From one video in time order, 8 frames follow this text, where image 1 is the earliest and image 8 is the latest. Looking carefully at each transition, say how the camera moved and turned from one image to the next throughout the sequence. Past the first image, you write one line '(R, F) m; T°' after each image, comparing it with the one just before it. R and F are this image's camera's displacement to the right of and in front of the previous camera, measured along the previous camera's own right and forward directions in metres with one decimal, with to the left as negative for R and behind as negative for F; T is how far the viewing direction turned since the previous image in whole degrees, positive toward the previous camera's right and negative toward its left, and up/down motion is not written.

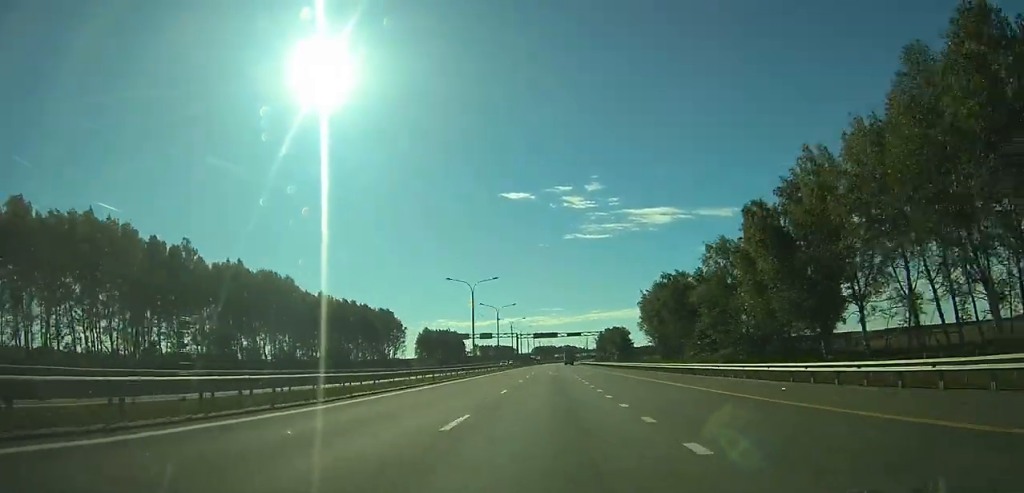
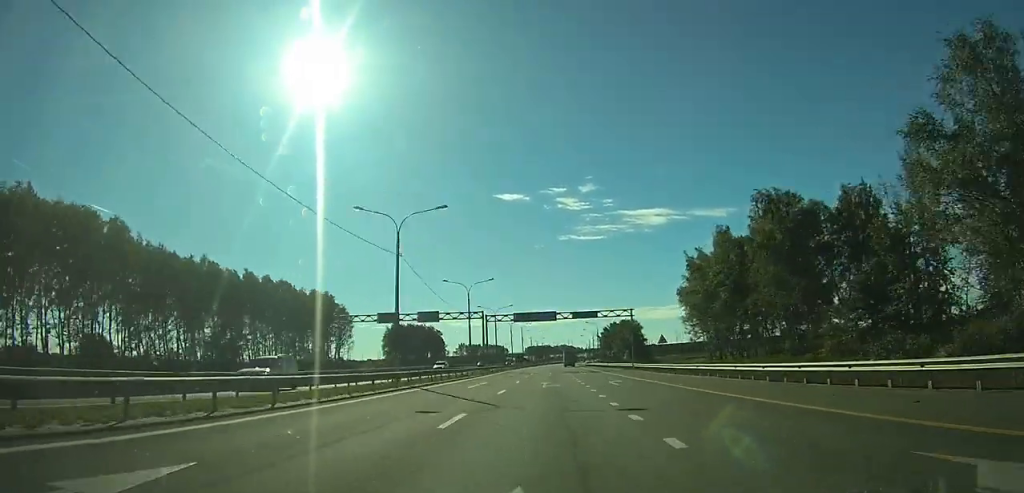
(+0.1, +60.1) m; +1°
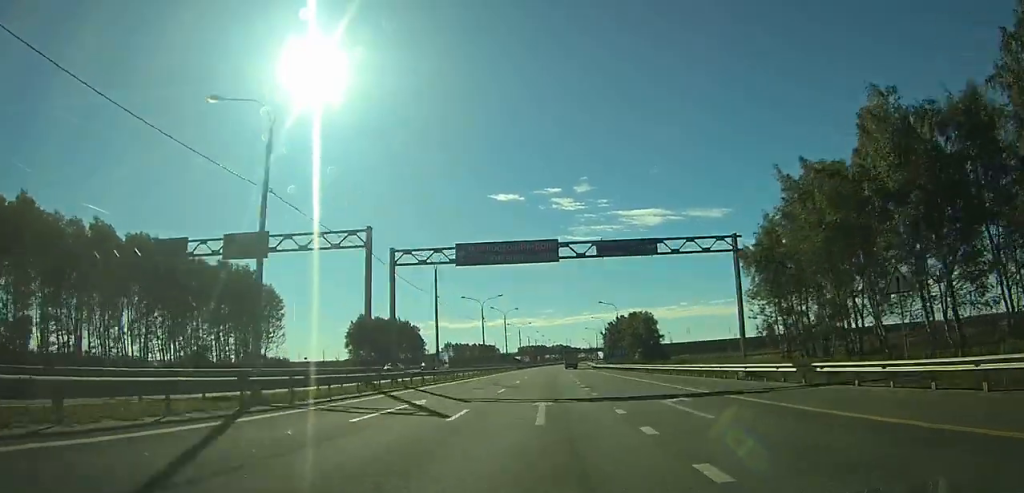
(+0.3, +47.1) m; +1°
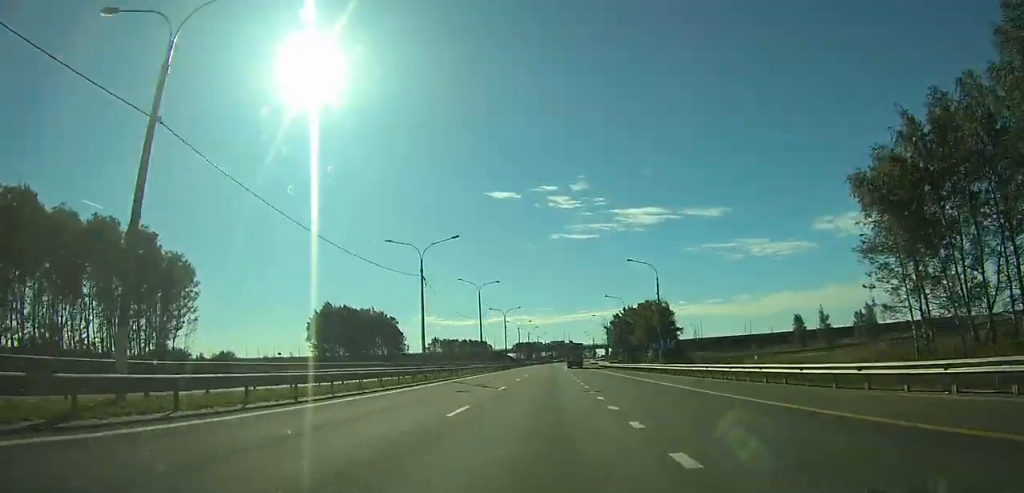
(+0.1, +35.8) m; 0°
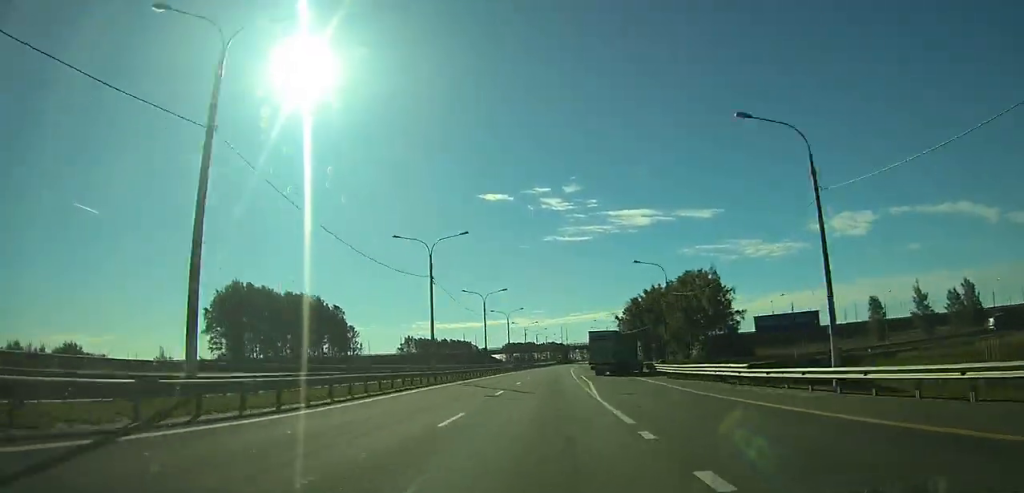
(+0.3, +61.8) m; +1°
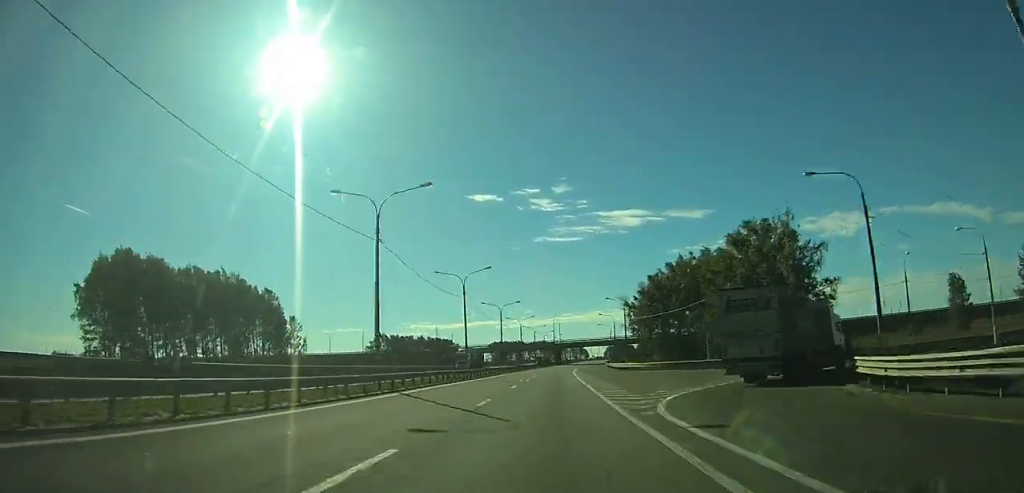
(+0.1, +42.5) m; +1°
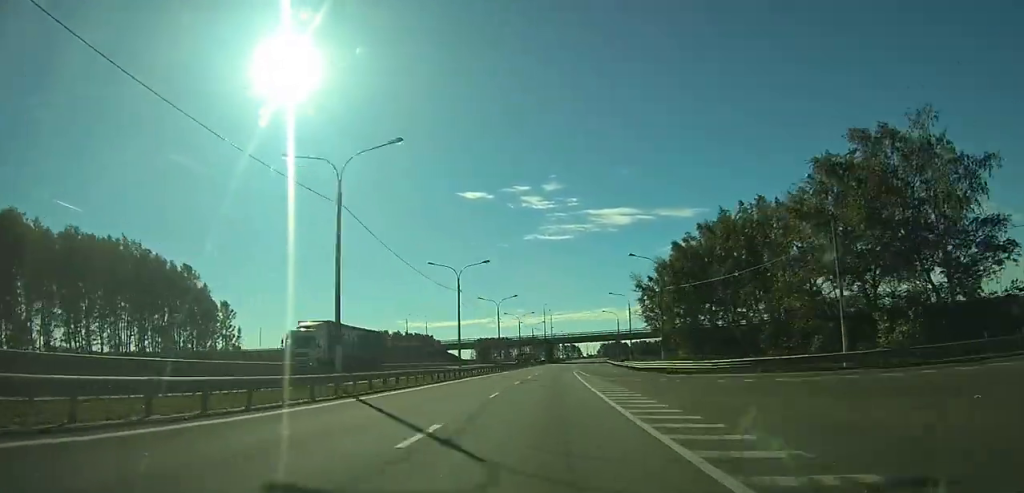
(+0.1, +32.7) m; +1°
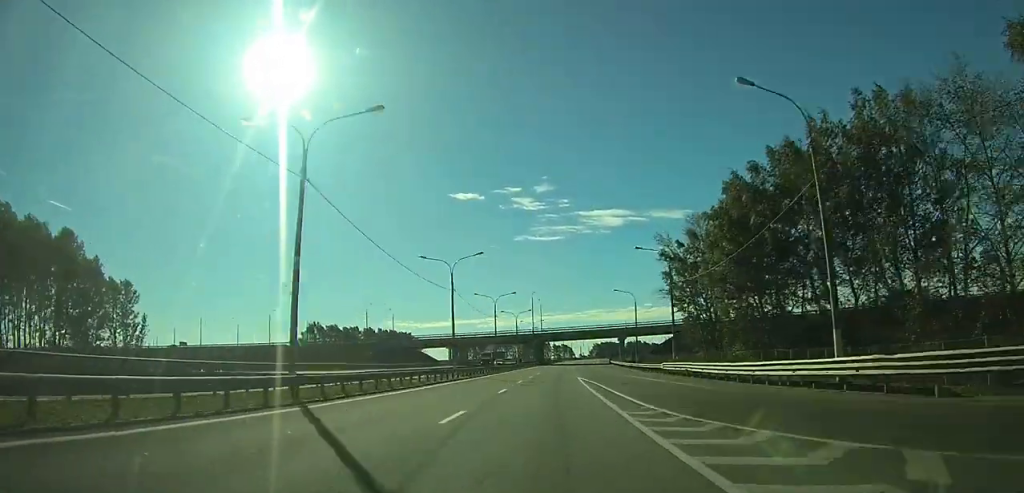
(+0.3, +31.9) m; +1°
